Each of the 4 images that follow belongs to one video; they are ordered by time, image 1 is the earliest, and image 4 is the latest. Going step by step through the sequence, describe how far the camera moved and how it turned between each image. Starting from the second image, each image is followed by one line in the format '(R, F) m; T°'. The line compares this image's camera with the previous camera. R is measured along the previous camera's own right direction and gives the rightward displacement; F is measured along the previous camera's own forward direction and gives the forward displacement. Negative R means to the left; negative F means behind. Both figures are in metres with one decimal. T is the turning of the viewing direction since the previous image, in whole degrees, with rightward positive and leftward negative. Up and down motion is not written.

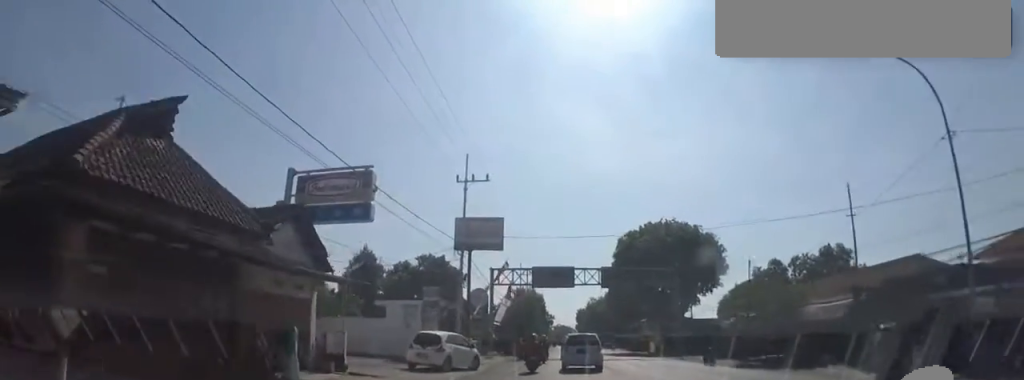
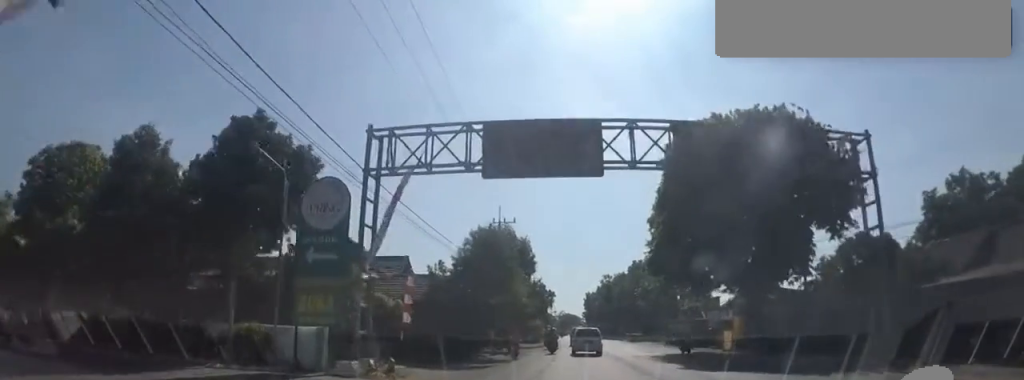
(+0.5, +25.8) m; +4°
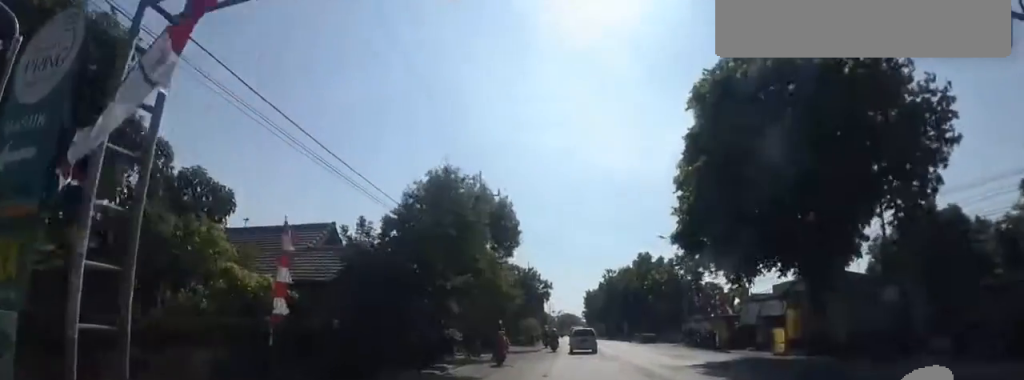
(+0.2, +9.0) m; -4°
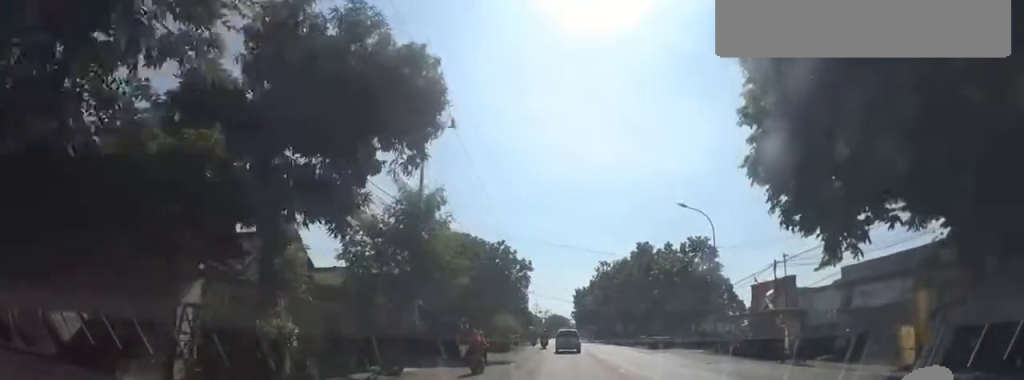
(-1.3, +11.2) m; 0°
